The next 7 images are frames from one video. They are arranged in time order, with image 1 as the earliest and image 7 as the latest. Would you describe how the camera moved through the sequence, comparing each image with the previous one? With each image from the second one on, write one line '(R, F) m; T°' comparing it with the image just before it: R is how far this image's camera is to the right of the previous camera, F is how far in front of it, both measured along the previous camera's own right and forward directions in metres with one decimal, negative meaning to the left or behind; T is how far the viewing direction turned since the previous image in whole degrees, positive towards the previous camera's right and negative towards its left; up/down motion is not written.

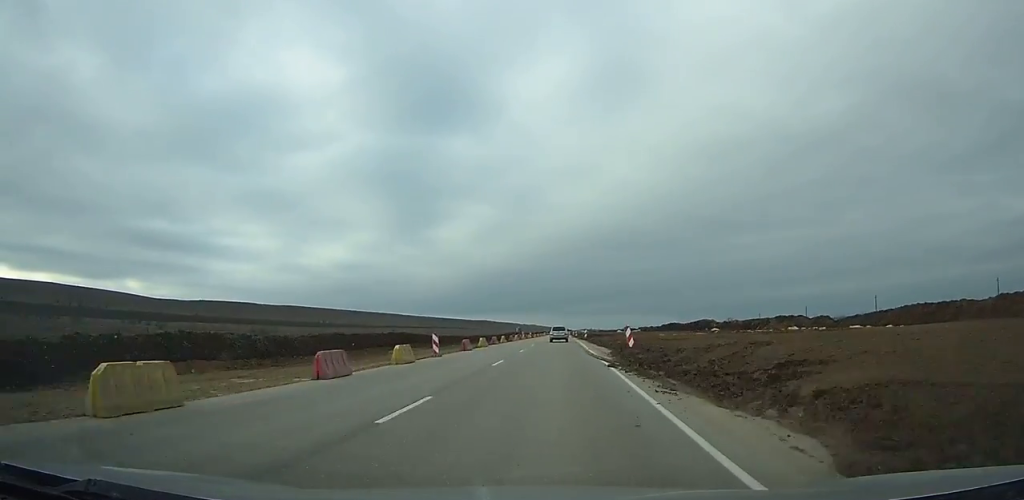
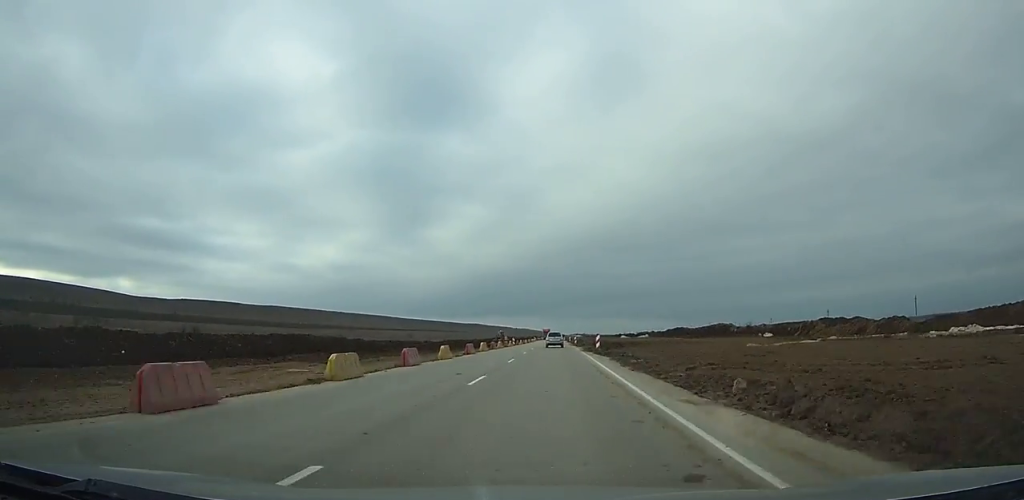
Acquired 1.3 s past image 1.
(-0.1, +29.3) m; 0°
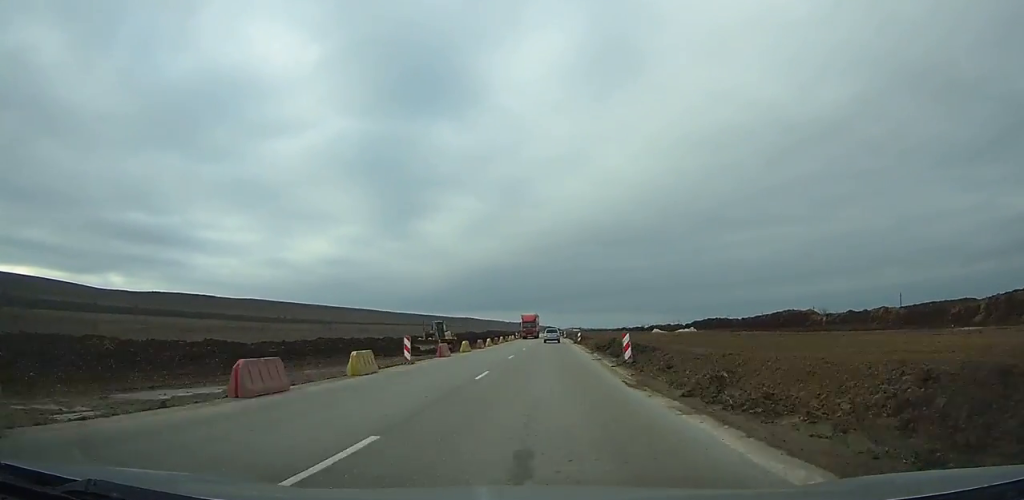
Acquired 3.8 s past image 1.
(0.0, +59.1) m; 0°
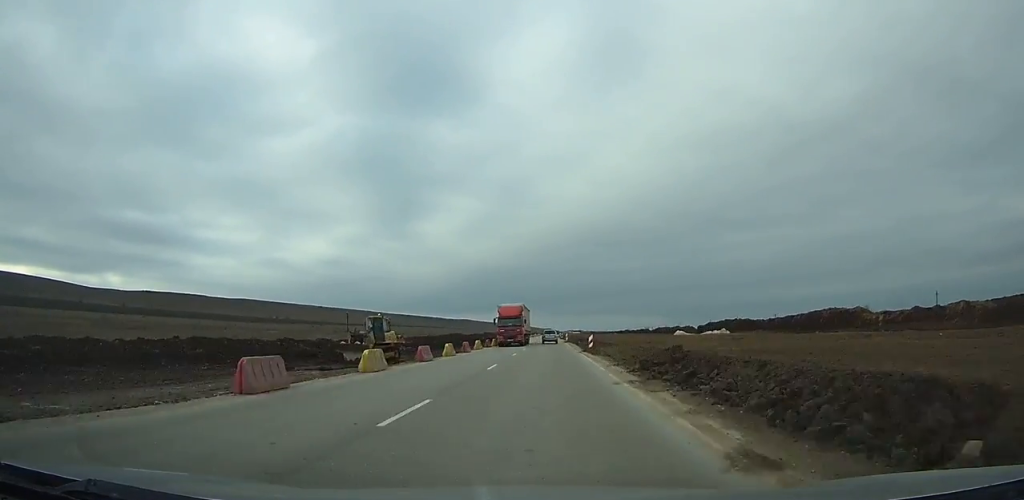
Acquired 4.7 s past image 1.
(0.0, +20.4) m; 0°
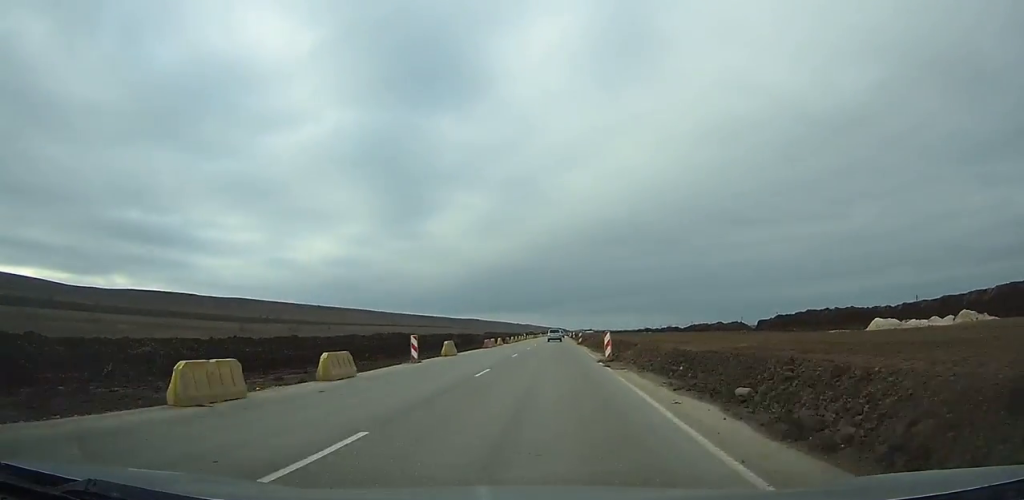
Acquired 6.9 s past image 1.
(-0.1, +52.5) m; 0°
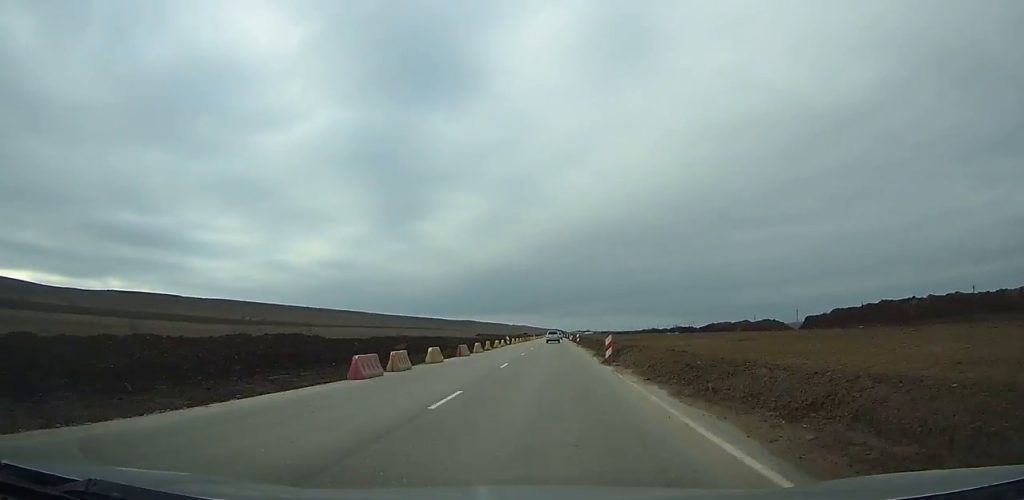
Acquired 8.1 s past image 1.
(-0.1, +30.6) m; 0°
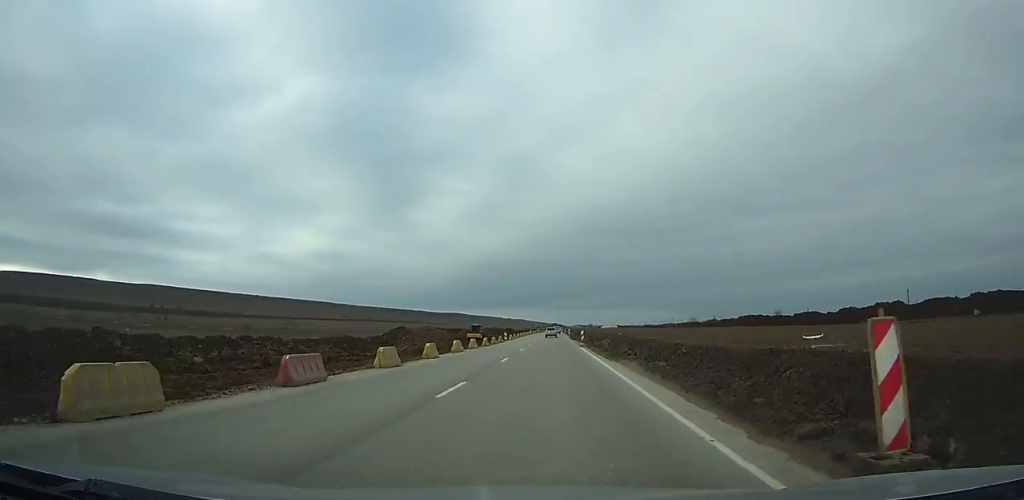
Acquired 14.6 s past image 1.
(-0.4, +160.7) m; 0°
